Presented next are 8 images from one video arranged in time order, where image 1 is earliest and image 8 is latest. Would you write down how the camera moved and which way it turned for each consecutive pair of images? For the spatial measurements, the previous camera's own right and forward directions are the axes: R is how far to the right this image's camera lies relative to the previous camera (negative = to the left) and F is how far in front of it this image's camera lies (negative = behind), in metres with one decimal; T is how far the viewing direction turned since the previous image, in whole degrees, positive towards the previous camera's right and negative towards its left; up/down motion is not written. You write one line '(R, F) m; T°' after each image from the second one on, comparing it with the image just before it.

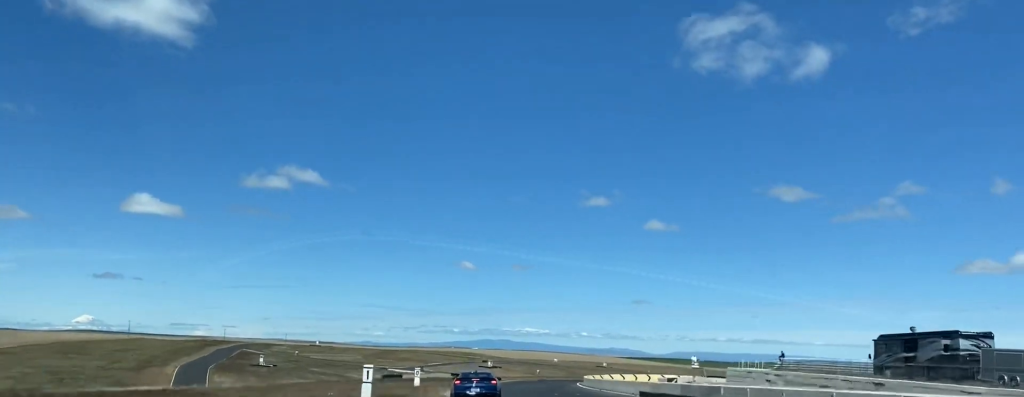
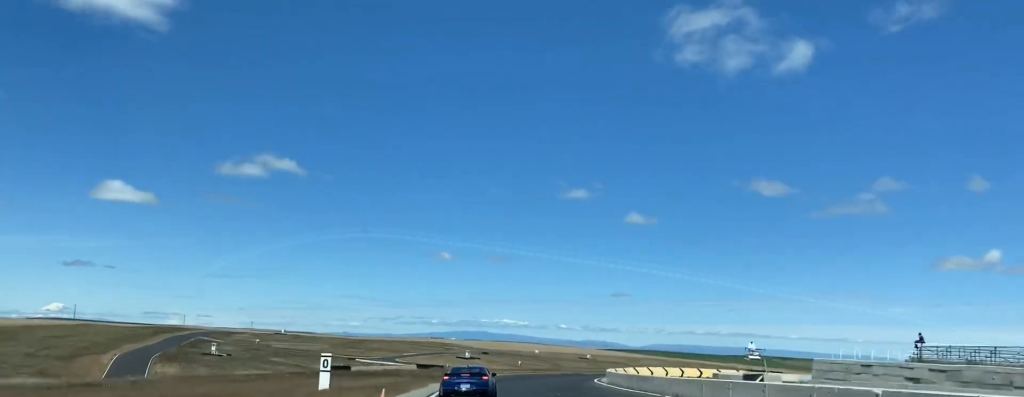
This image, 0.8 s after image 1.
(+0.2, +29.8) m; +2°
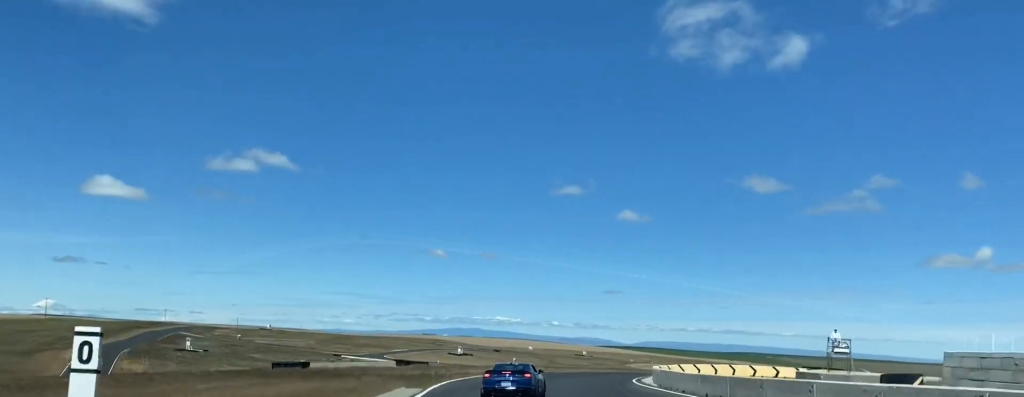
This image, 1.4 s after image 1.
(+0.6, +21.0) m; +1°
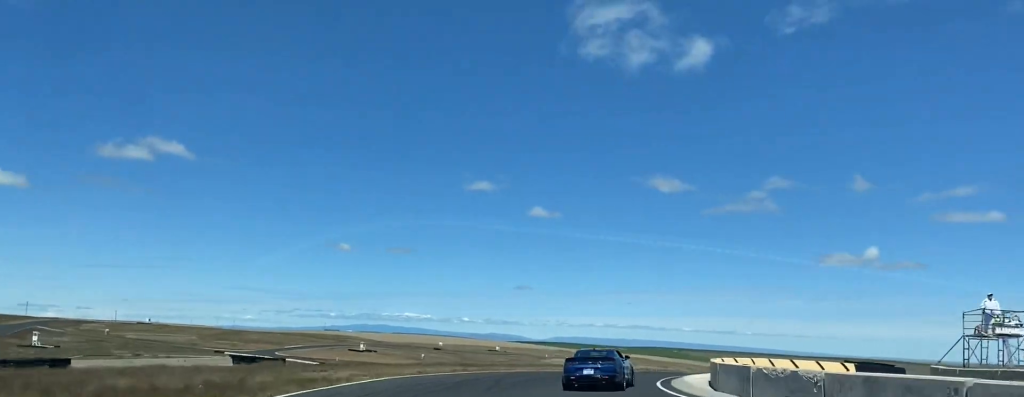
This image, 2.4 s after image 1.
(+0.2, +32.0) m; +7°
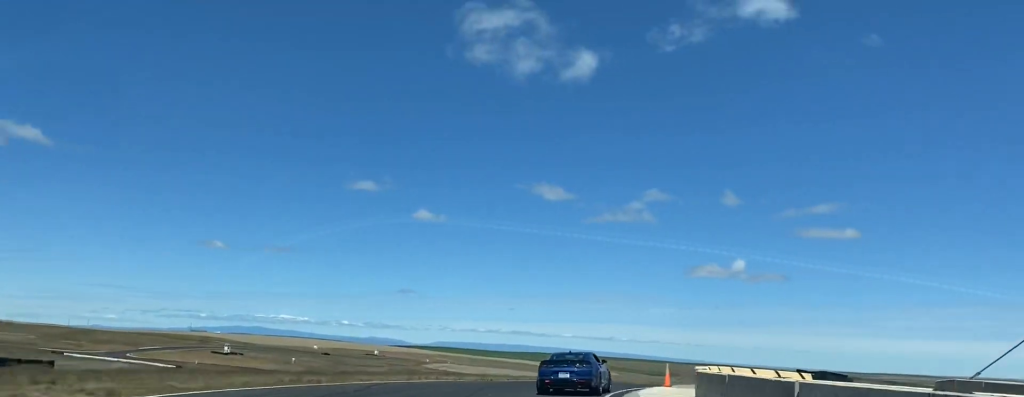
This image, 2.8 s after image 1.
(+0.8, +14.7) m; +6°
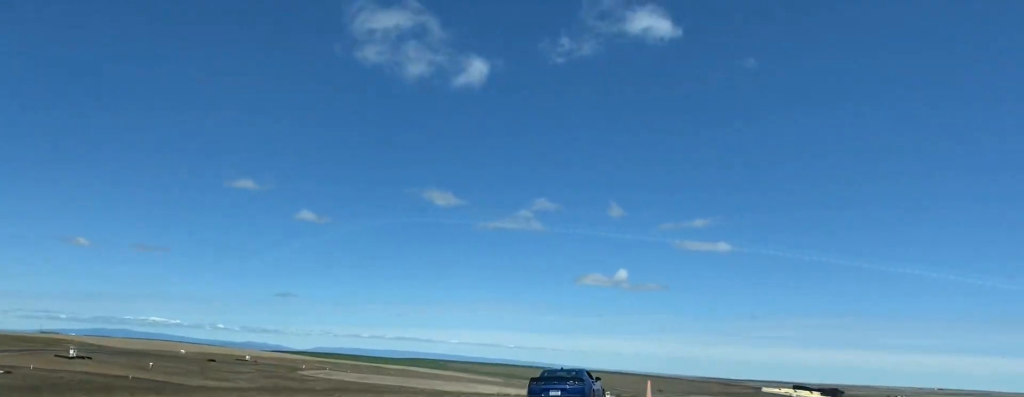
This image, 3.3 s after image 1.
(+0.8, +15.6) m; +8°
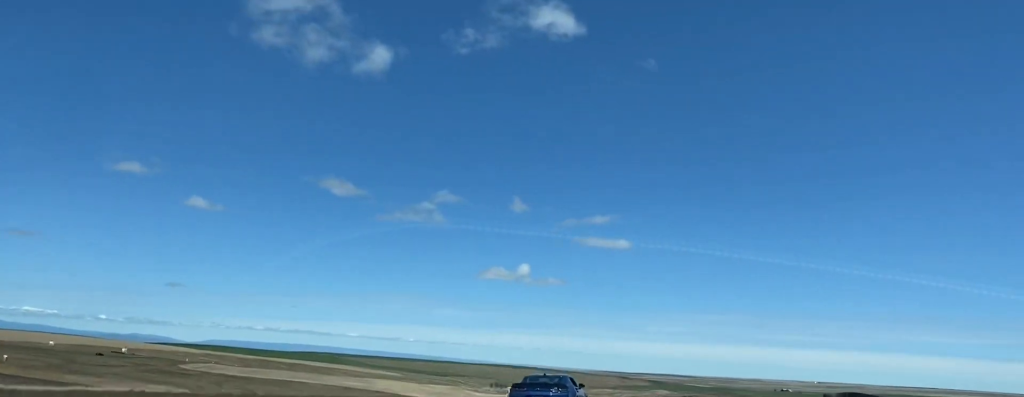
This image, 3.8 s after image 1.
(+1.1, +14.4) m; +7°
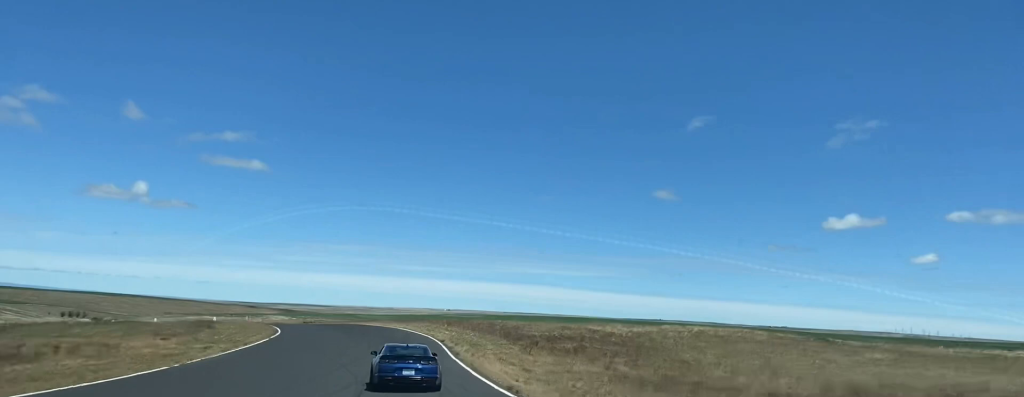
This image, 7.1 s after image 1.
(+34.0, +107.5) m; +21°
